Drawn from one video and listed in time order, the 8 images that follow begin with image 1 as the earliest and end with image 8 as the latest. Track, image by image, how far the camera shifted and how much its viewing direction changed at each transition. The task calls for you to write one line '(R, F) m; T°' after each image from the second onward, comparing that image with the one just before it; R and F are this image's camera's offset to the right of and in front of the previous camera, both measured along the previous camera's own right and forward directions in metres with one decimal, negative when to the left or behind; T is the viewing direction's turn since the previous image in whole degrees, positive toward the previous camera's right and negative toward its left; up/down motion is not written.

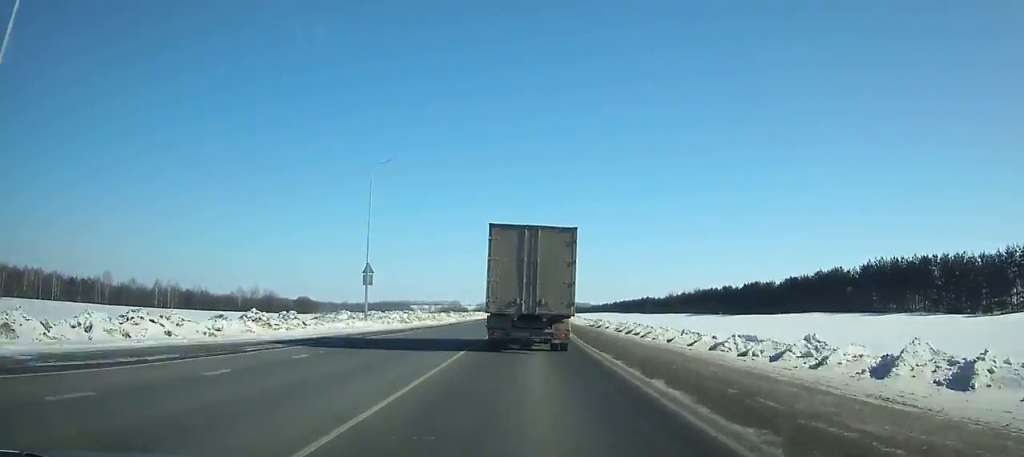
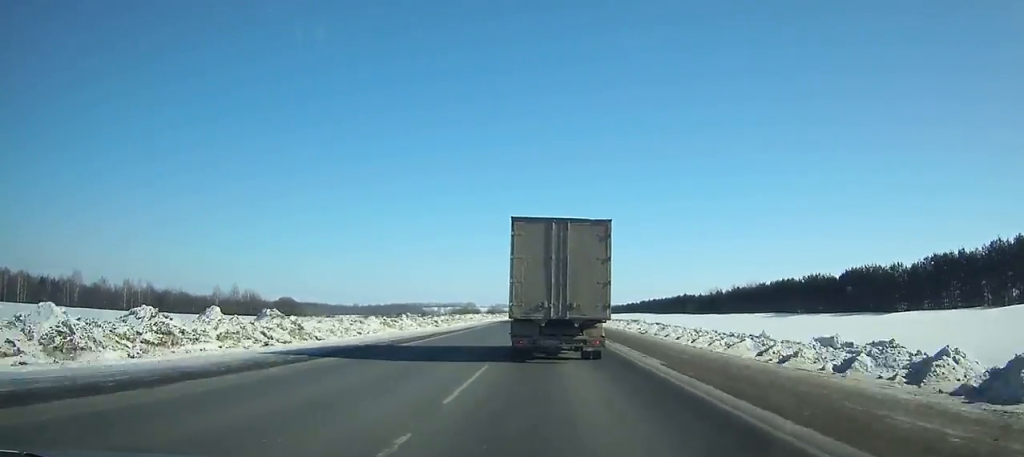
(-0.2, +49.8) m; -1°
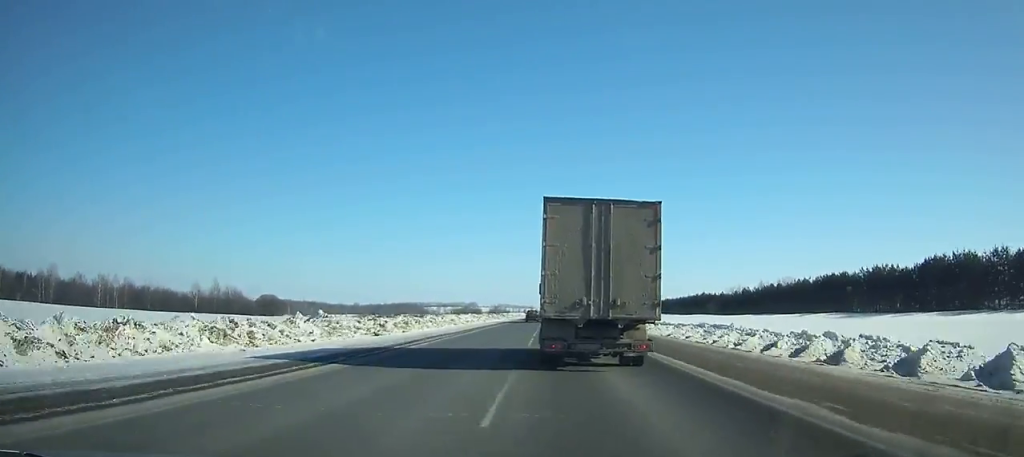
(-0.3, +26.4) m; 0°
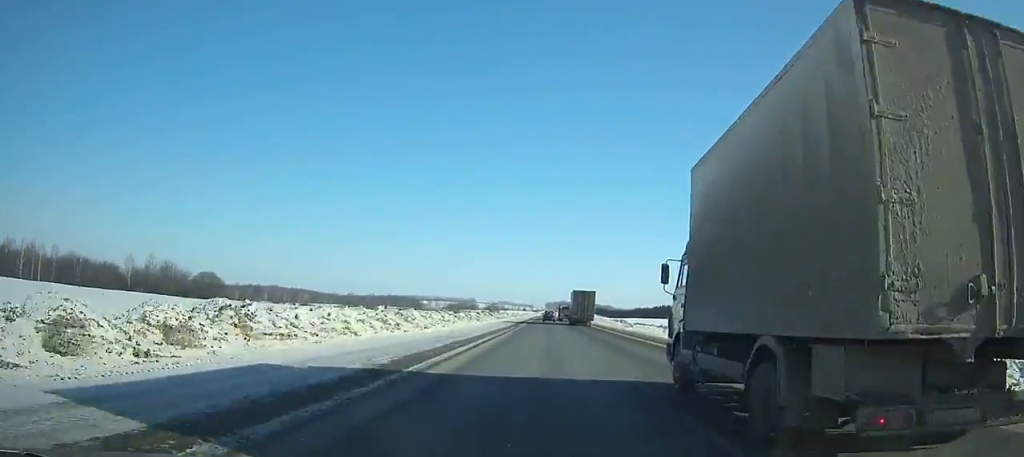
(-0.3, +58.0) m; 0°
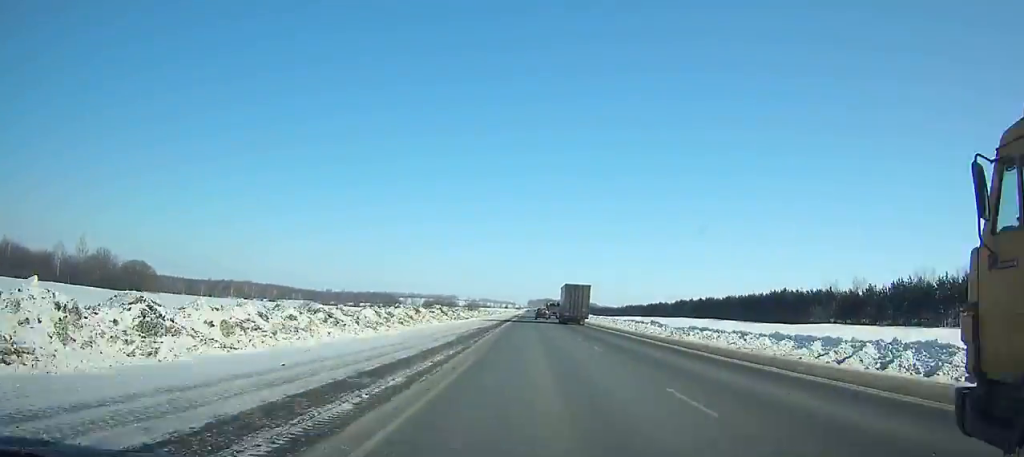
(-0.1, +32.2) m; +1°
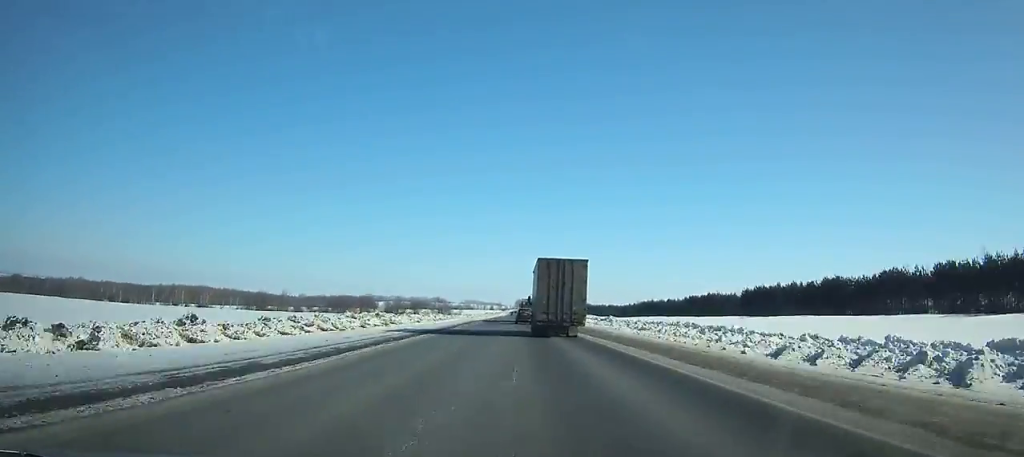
(+1.8, +97.1) m; +1°
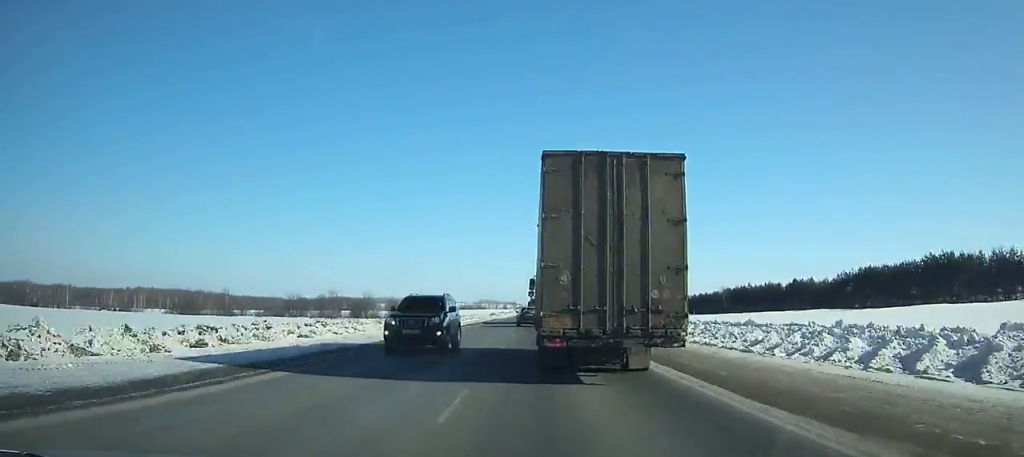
(-1.1, +116.6) m; -2°
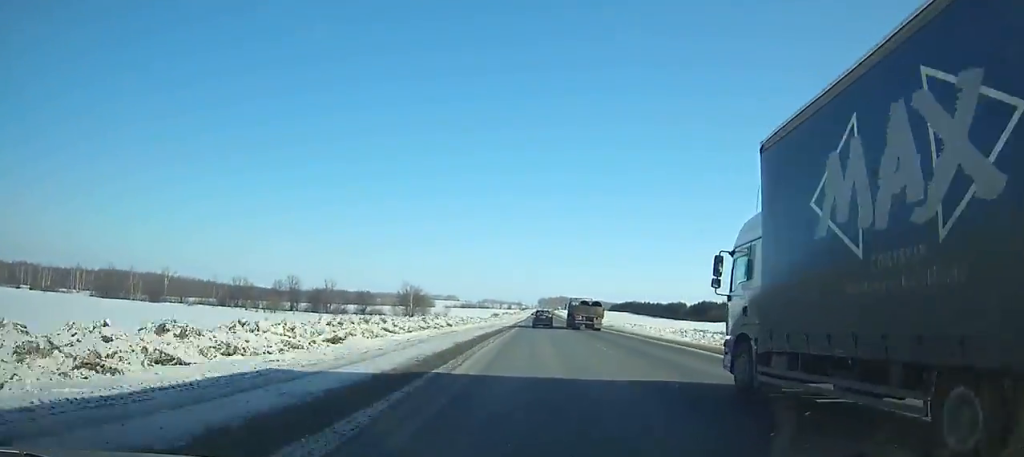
(-1.6, +75.4) m; 0°
